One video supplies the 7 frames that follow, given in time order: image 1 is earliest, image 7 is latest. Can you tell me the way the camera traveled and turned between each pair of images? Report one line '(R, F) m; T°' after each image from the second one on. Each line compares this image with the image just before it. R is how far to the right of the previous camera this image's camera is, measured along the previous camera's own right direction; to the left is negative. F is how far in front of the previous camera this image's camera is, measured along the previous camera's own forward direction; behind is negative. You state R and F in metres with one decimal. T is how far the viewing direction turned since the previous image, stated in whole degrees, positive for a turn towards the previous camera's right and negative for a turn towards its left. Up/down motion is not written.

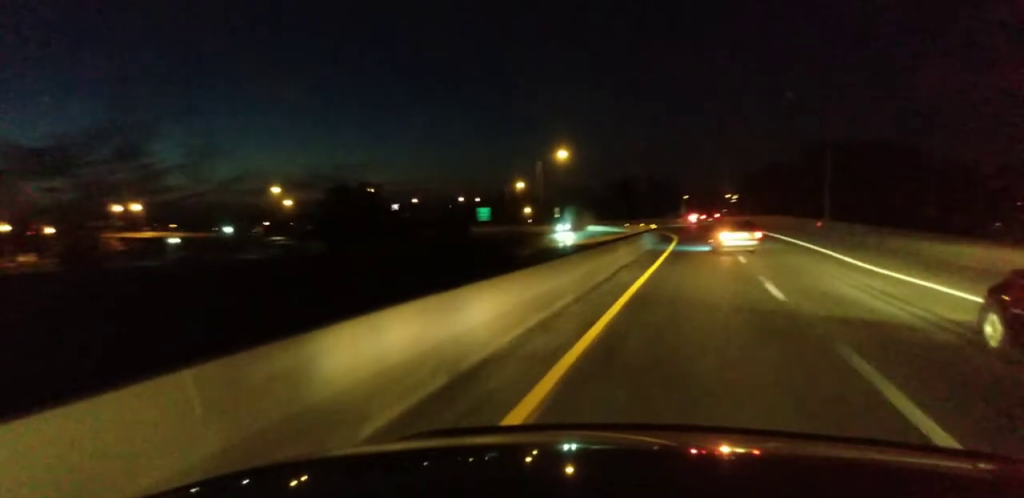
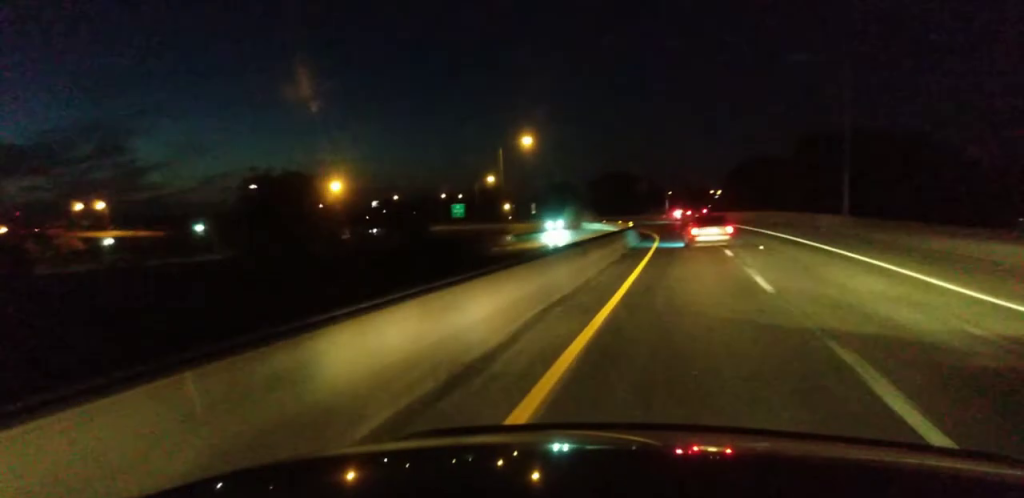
(0.0, +12.4) m; 0°
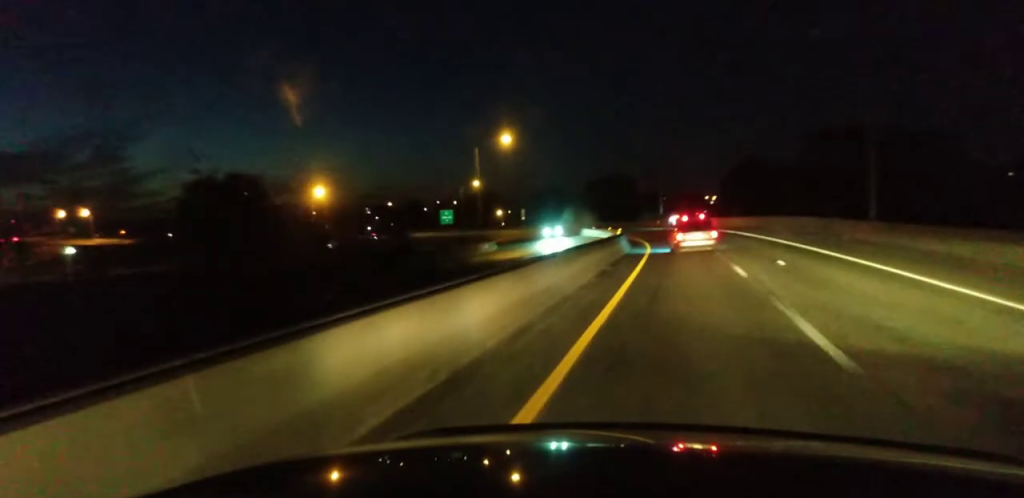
(0.0, +7.9) m; 0°
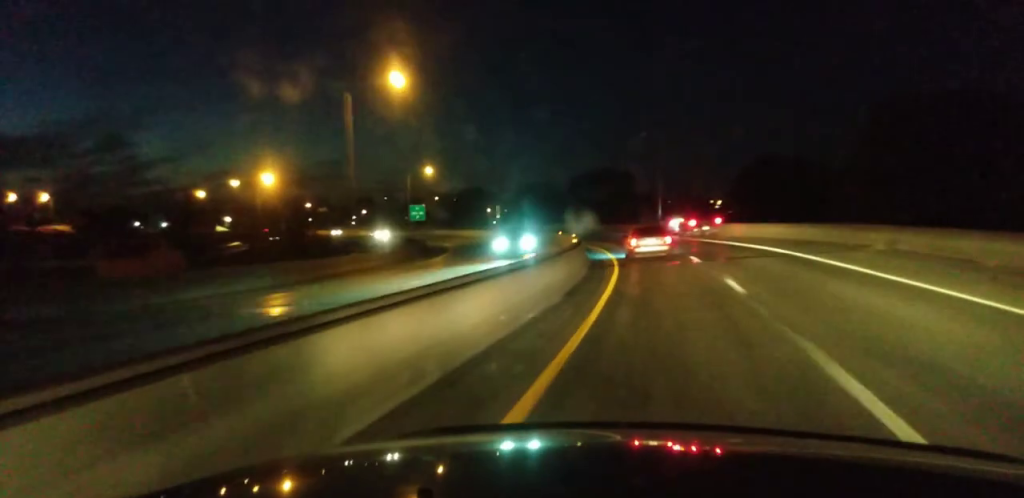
(-0.9, +27.6) m; -4°
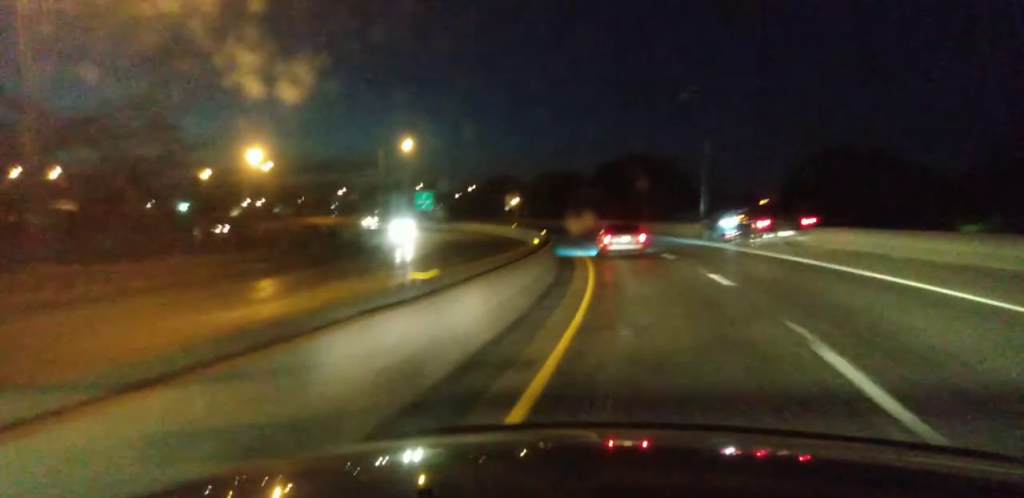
(-0.6, +23.0) m; -4°
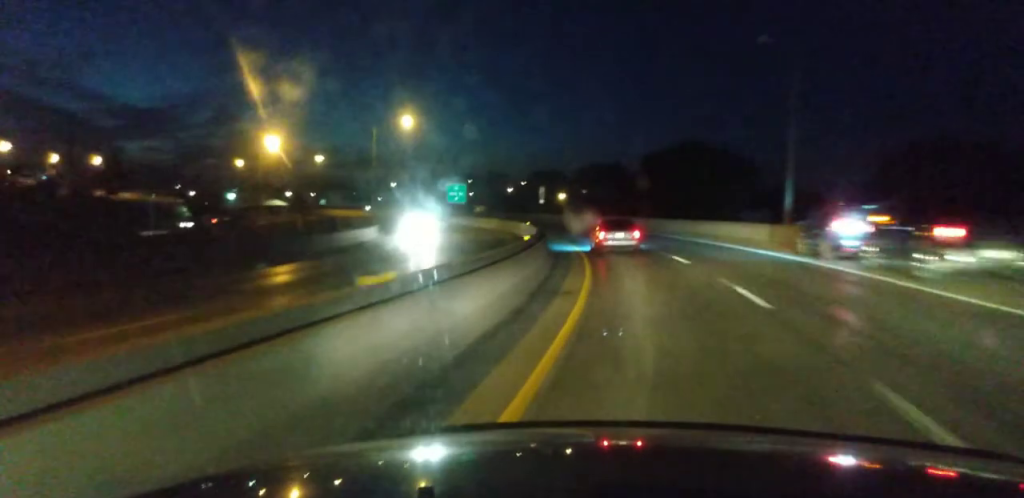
(-0.5, +16.3) m; -5°
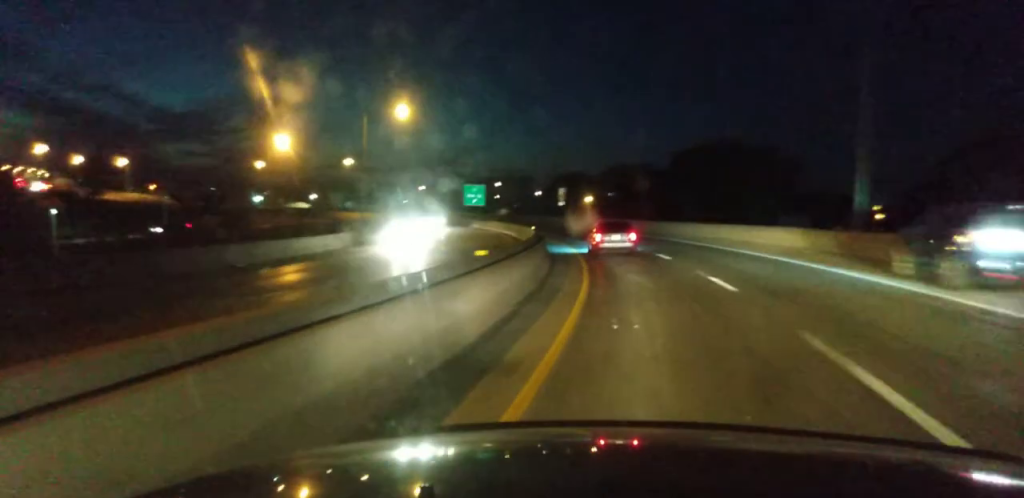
(-0.3, +8.7) m; -4°
